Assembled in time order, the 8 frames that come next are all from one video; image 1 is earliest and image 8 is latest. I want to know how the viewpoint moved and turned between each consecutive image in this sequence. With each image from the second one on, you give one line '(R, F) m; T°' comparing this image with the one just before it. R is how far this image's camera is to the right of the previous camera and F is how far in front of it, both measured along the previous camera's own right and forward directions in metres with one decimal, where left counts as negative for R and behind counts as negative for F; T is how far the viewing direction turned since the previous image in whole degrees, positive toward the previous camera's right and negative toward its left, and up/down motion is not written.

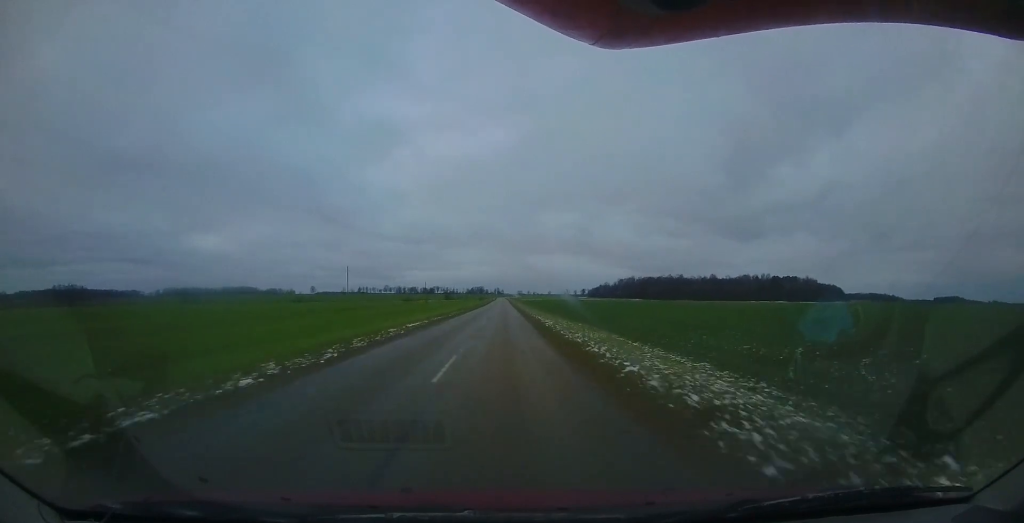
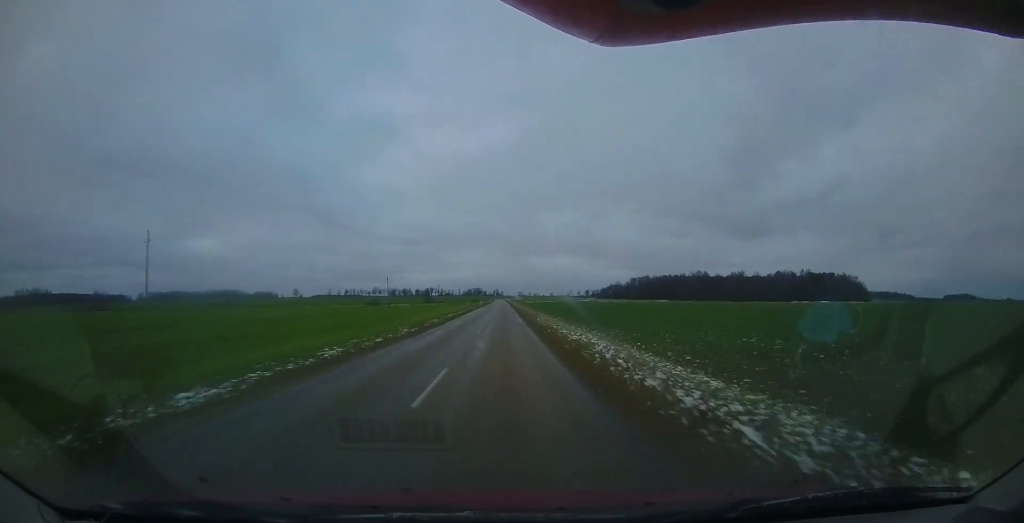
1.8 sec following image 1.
(-0.7, +49.9) m; 0°
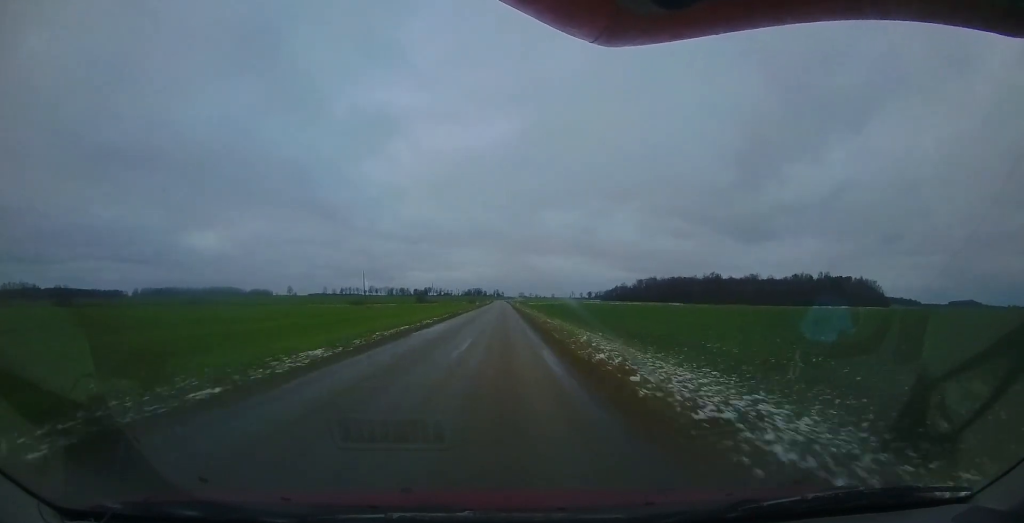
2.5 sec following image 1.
(+0.2, +19.0) m; +1°
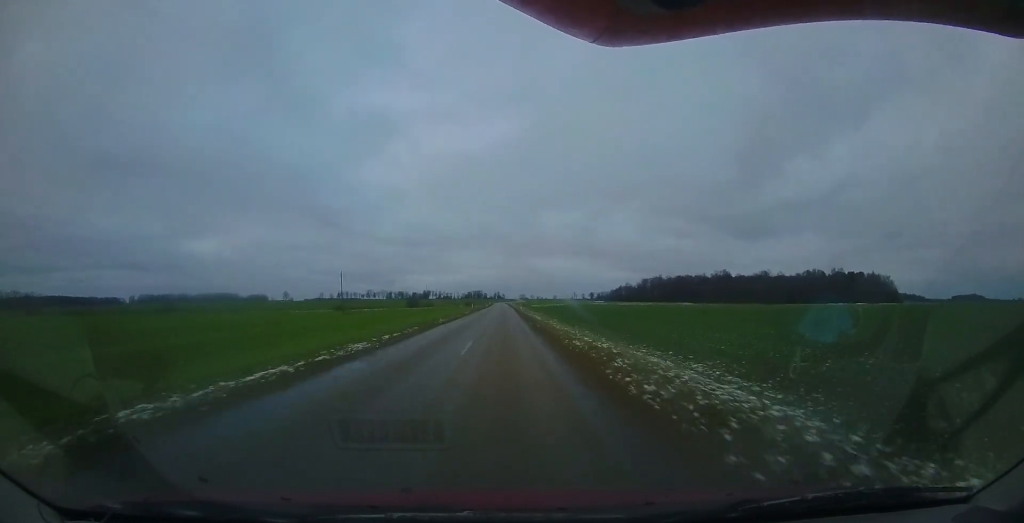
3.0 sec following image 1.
(+0.1, +12.7) m; 0°
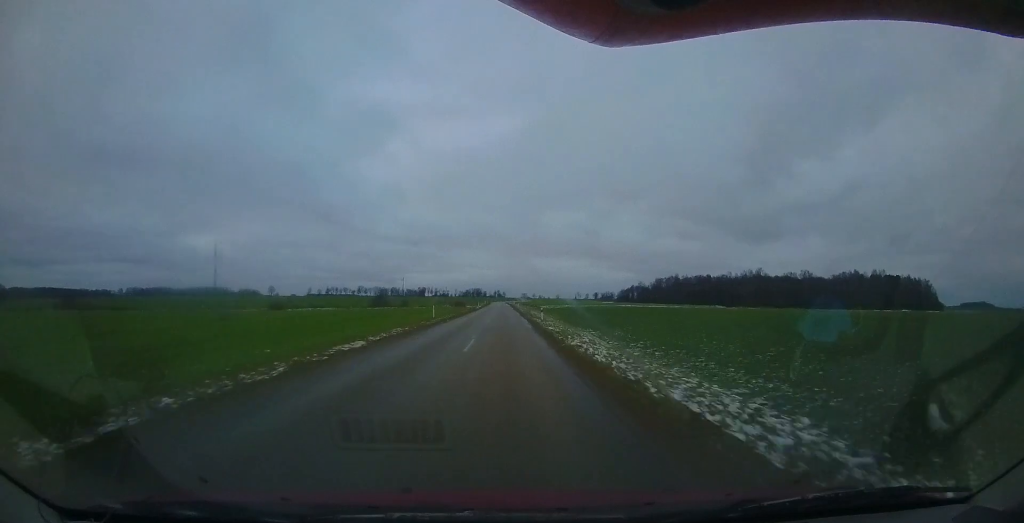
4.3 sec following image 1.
(-0.3, +36.0) m; -1°
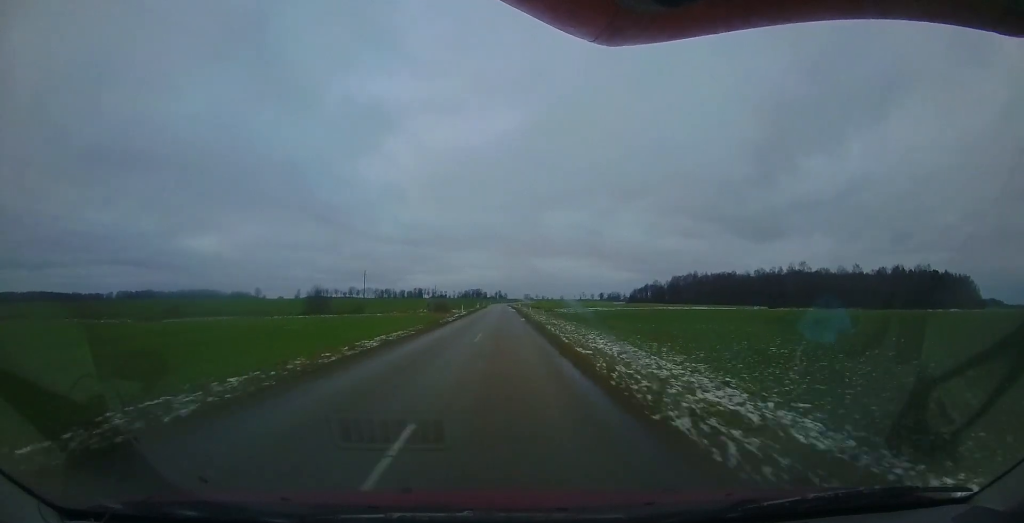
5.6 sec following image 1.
(-0.1, +32.9) m; 0°
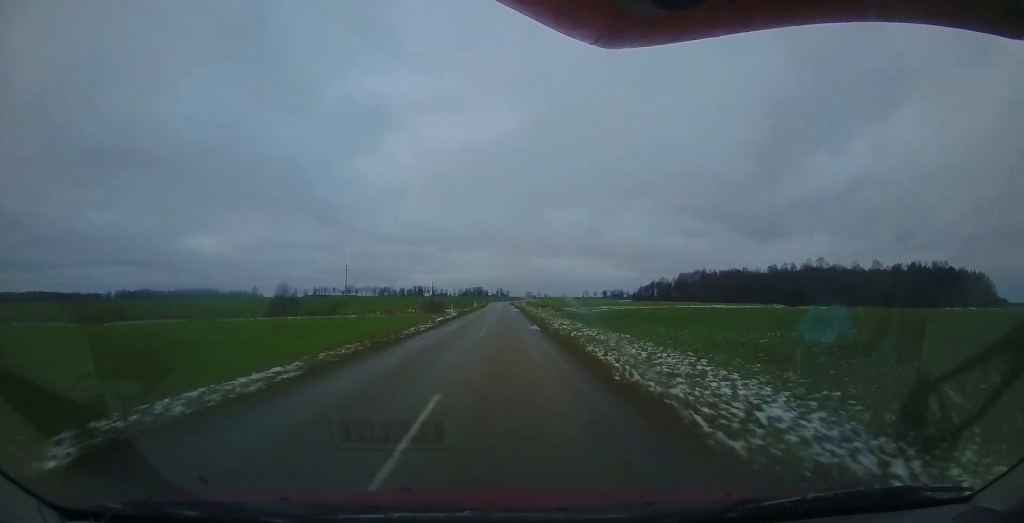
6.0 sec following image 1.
(0.0, +10.6) m; 0°
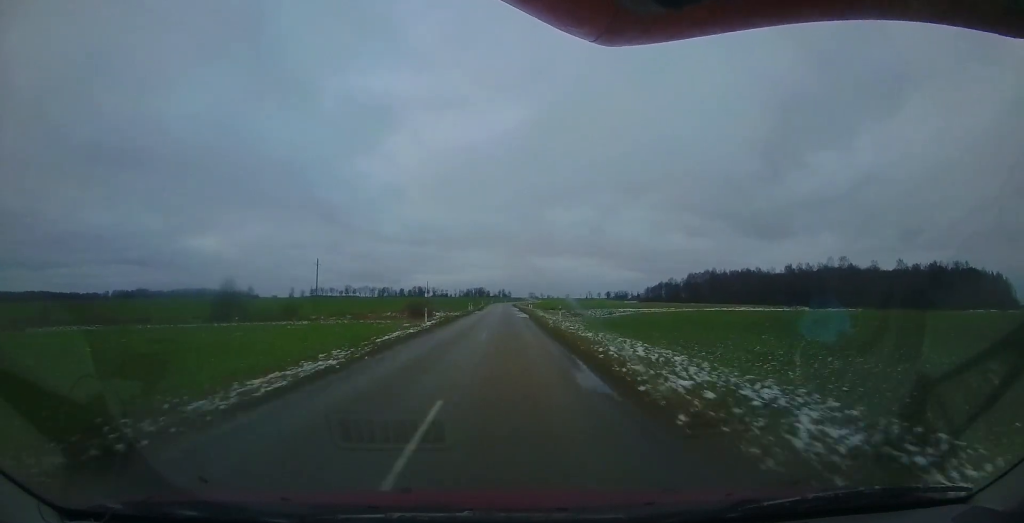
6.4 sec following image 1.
(+0.1, +12.4) m; 0°
